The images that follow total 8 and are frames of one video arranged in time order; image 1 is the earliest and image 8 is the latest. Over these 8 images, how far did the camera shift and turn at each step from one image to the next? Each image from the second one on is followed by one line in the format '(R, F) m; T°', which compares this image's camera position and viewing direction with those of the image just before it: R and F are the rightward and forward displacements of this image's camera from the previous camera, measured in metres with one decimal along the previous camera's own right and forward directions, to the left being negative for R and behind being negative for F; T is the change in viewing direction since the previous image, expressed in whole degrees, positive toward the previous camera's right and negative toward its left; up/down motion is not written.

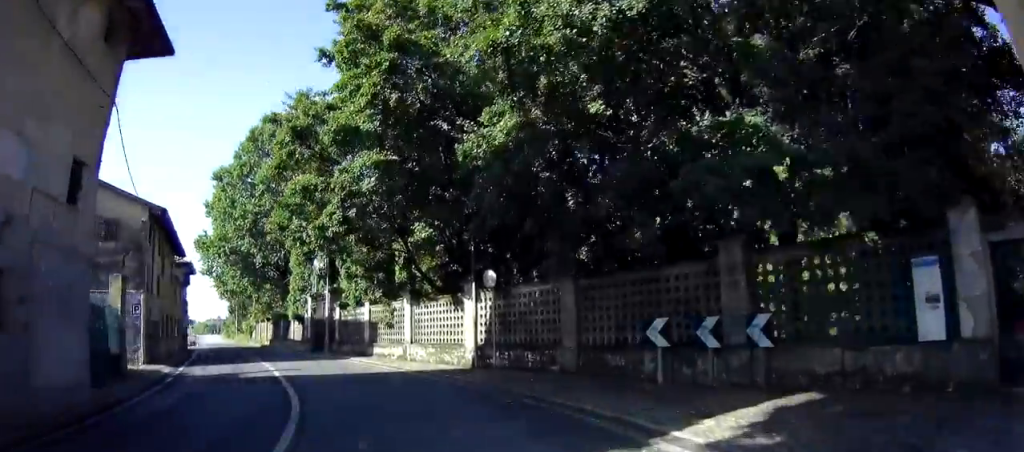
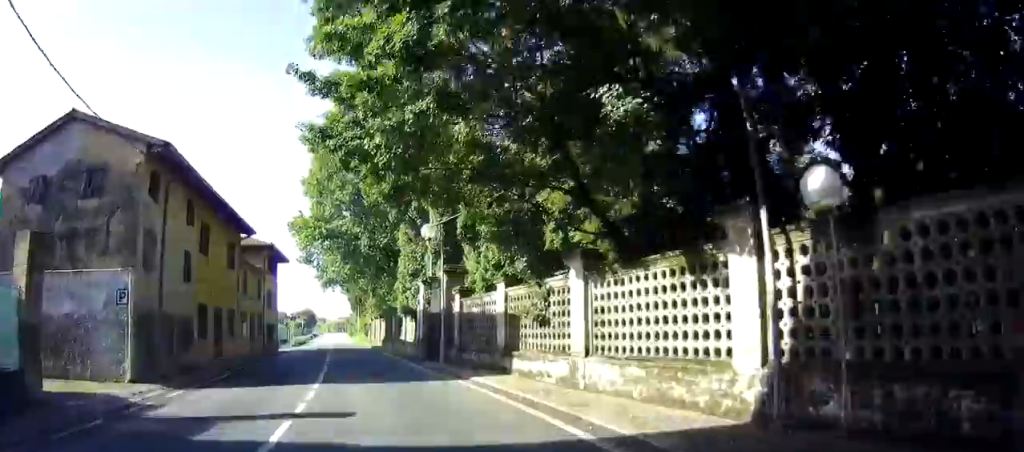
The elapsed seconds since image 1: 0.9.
(-1.5, +10.0) m; -15°
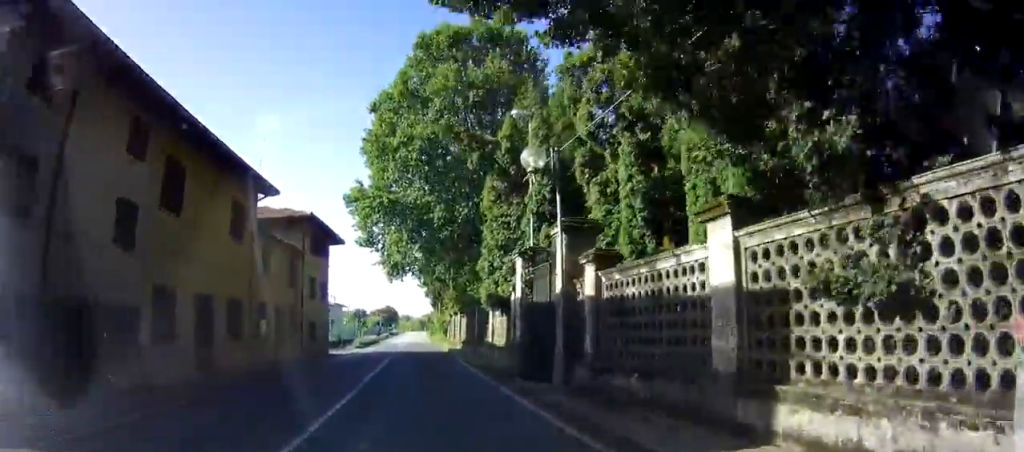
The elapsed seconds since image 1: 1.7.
(-1.0, +9.0) m; -8°
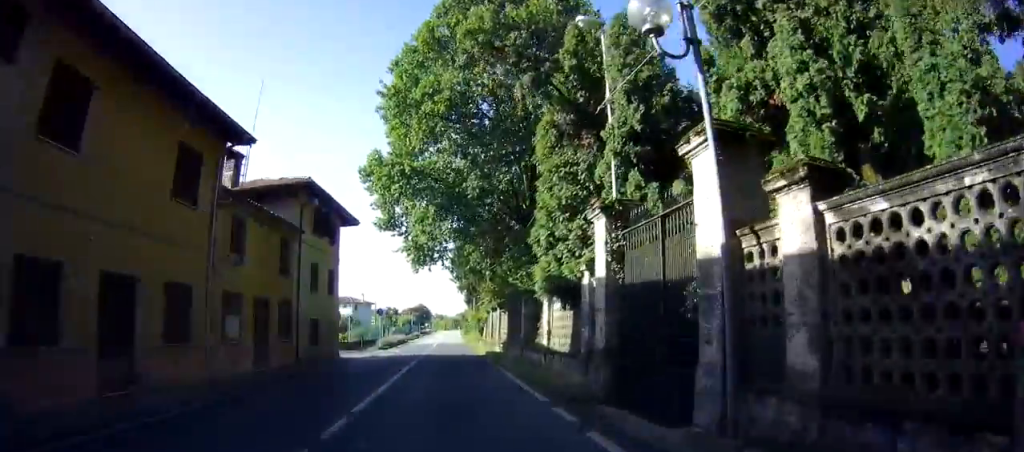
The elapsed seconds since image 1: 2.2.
(-0.2, +6.1) m; -1°
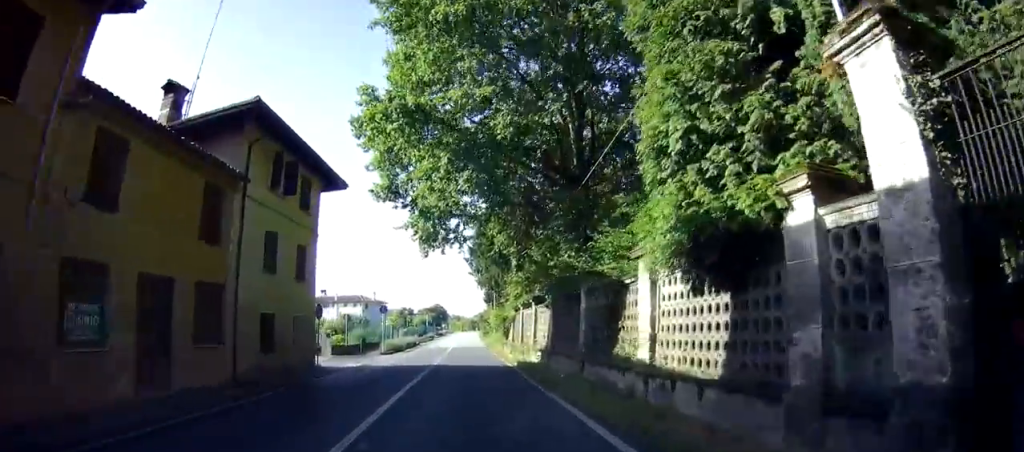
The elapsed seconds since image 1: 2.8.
(-0.1, +7.7) m; 0°
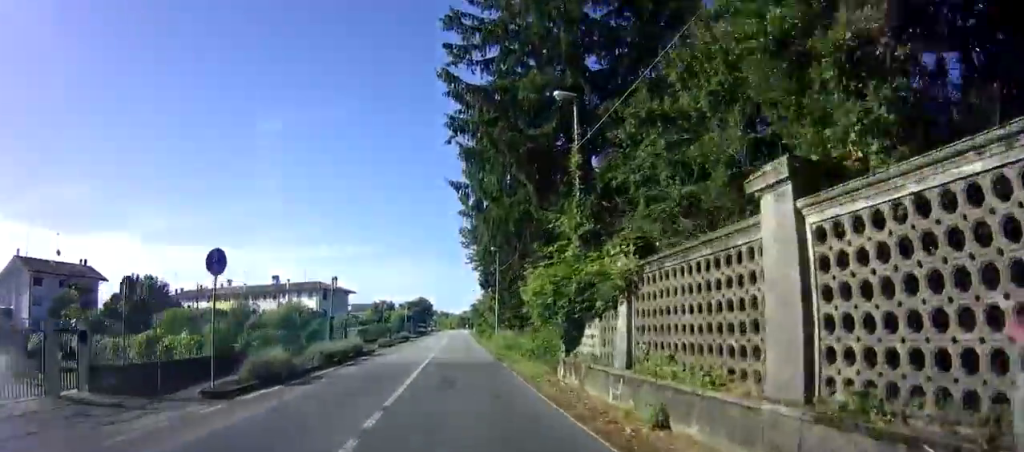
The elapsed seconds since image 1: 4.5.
(+0.5, +24.9) m; +3°
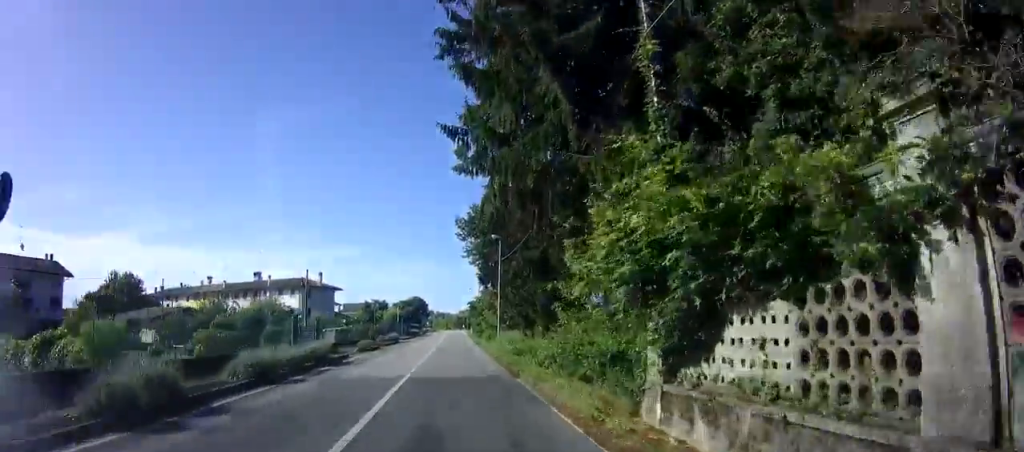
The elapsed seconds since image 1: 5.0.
(+0.1, +7.1) m; 0°
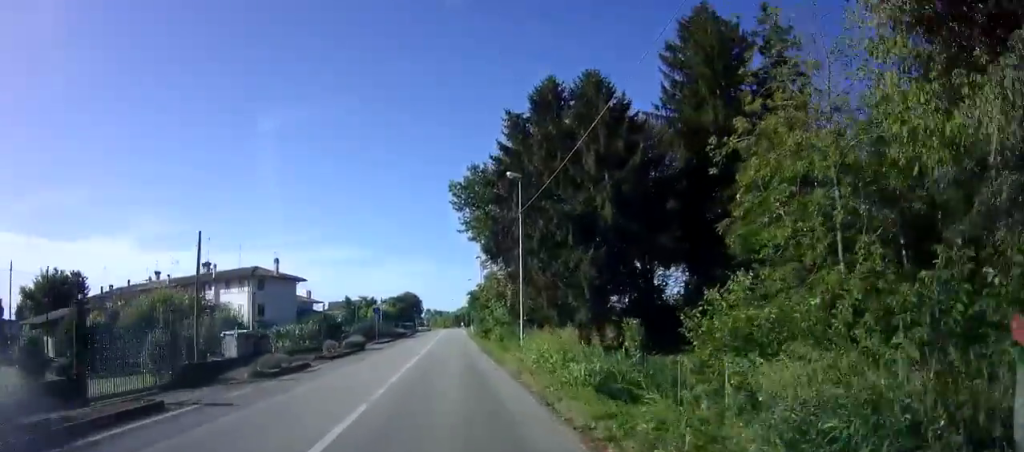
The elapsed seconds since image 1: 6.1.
(0.0, +17.1) m; -1°
